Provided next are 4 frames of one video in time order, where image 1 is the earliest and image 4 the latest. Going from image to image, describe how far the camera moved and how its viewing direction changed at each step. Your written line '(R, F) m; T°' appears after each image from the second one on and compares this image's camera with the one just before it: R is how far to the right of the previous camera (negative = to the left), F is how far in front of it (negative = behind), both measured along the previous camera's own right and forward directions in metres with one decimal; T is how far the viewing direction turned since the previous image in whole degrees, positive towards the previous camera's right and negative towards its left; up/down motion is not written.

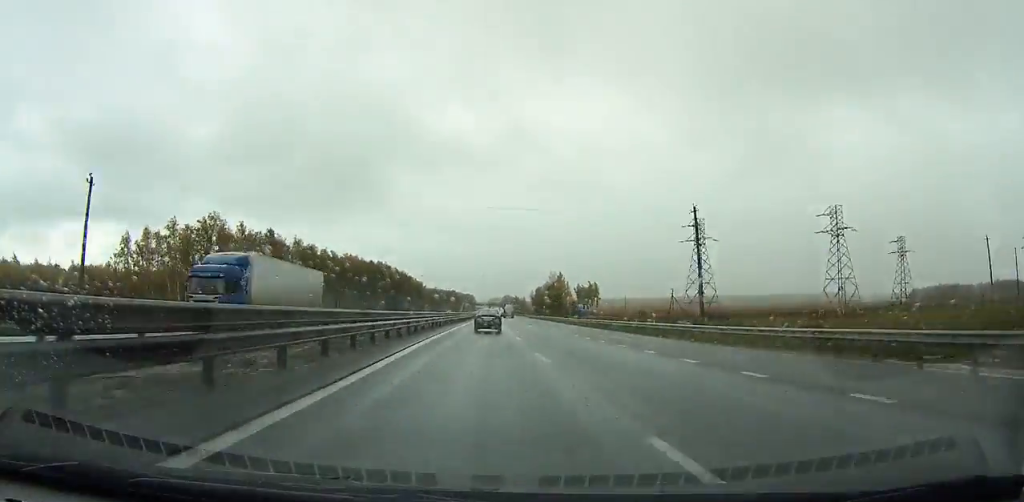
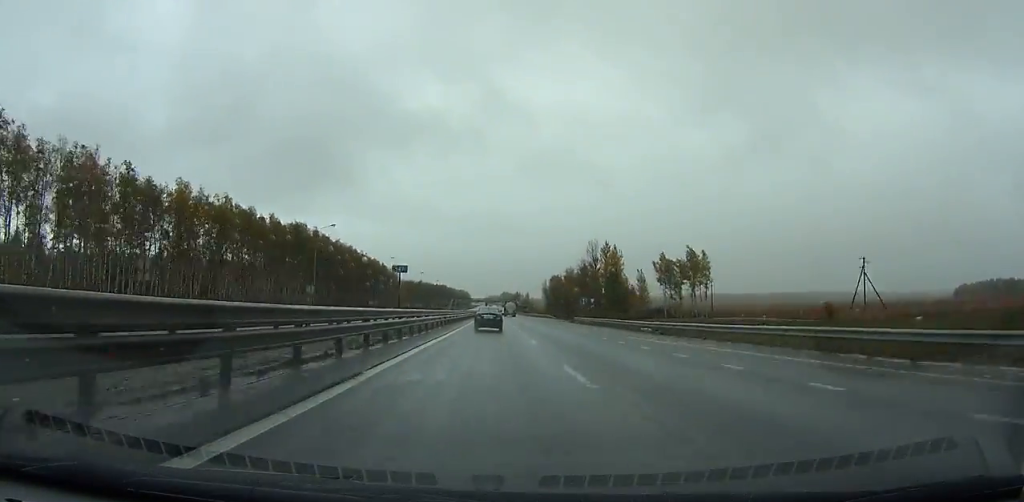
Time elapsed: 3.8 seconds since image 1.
(-1.0, +101.3) m; -1°
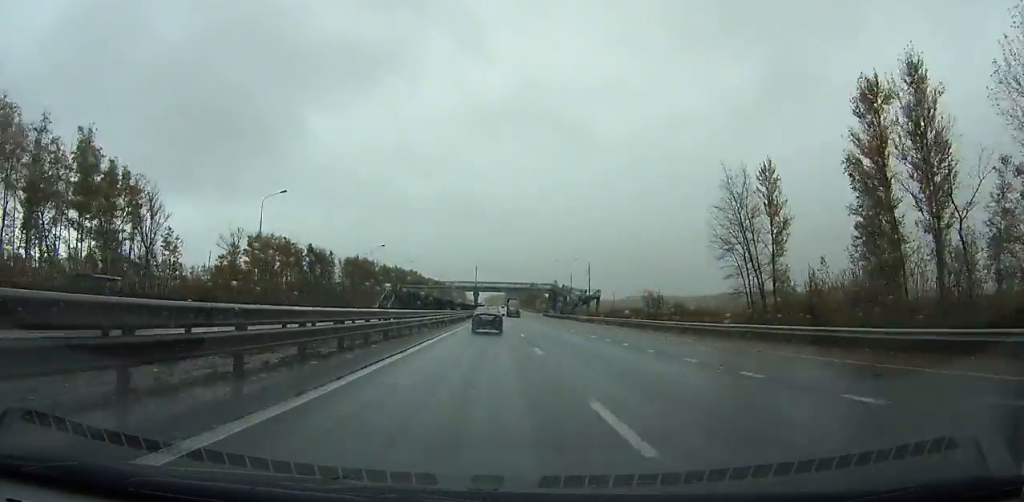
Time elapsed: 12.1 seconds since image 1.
(+0.7, +220.4) m; 0°
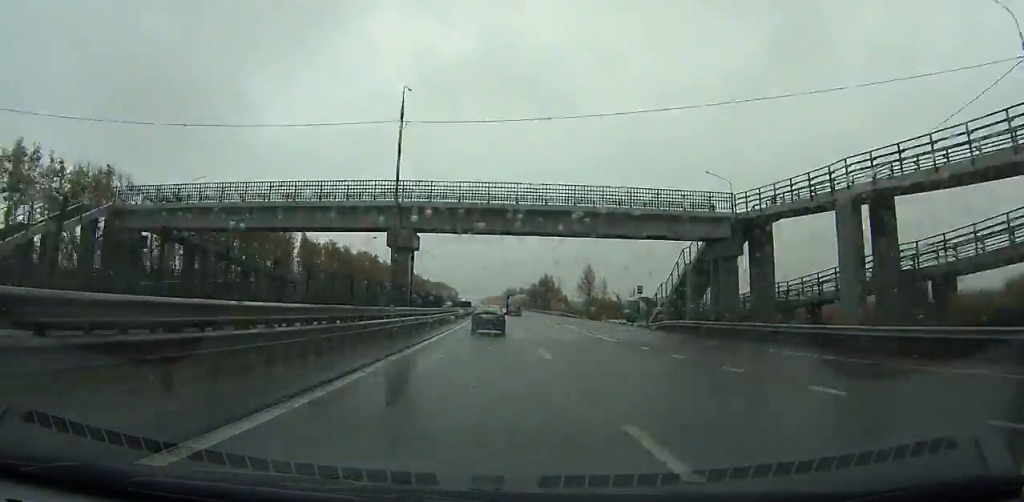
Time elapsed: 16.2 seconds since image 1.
(+0.4, +108.6) m; 0°
